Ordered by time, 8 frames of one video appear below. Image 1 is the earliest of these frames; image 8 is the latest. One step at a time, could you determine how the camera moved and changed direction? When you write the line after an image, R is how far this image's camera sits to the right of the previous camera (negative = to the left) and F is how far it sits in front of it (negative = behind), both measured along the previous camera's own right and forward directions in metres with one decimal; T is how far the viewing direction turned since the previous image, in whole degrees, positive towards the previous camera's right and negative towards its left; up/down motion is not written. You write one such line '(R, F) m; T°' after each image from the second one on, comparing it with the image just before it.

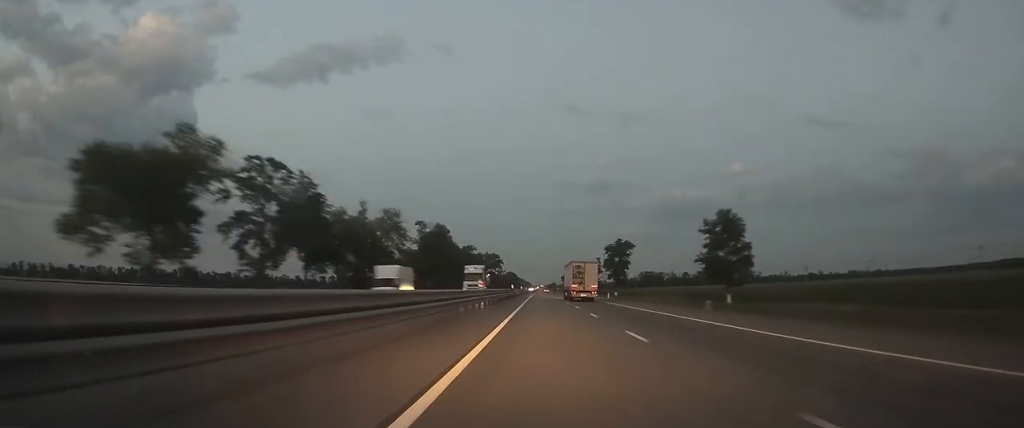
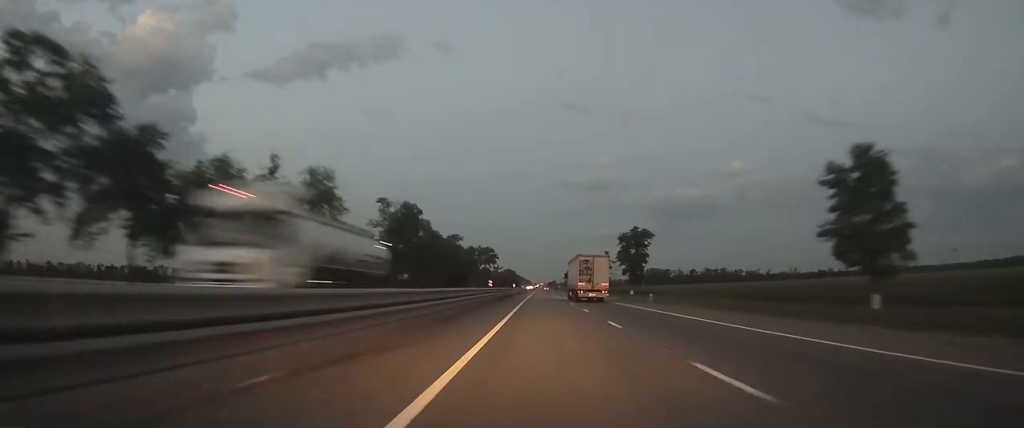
(+0.1, +31.5) m; 0°
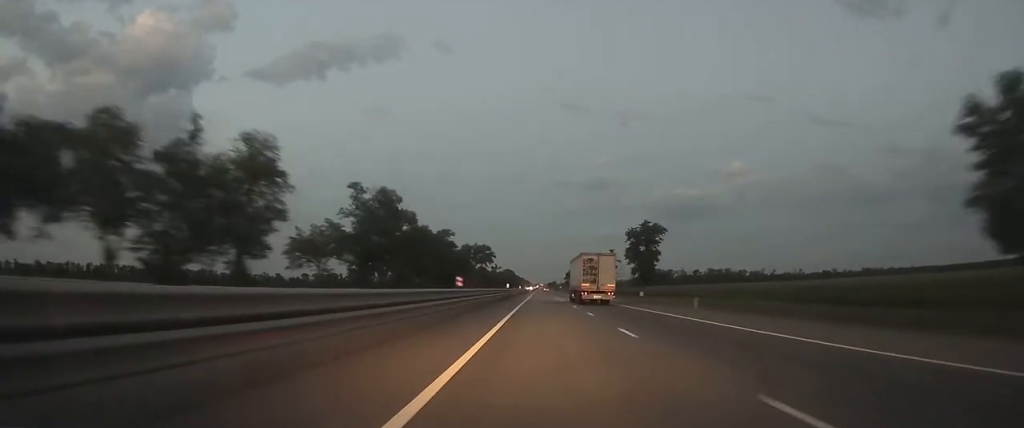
(0.0, +15.0) m; 0°
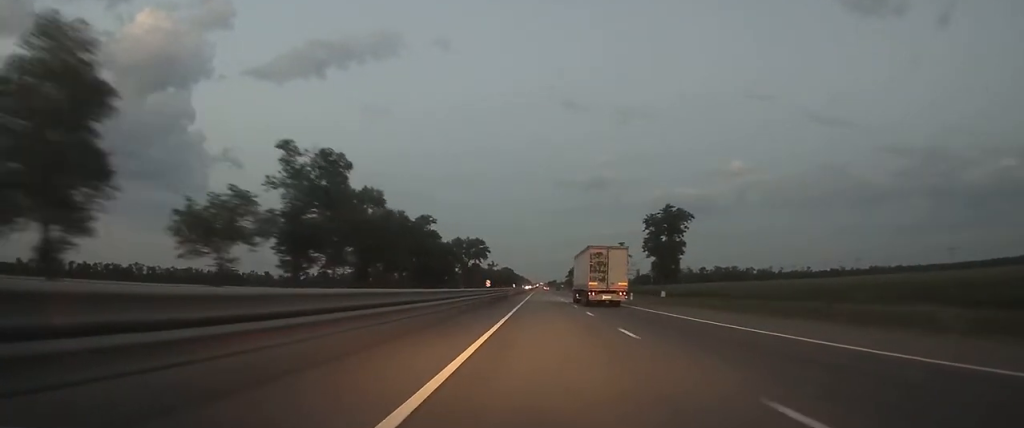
(0.0, +24.1) m; 0°
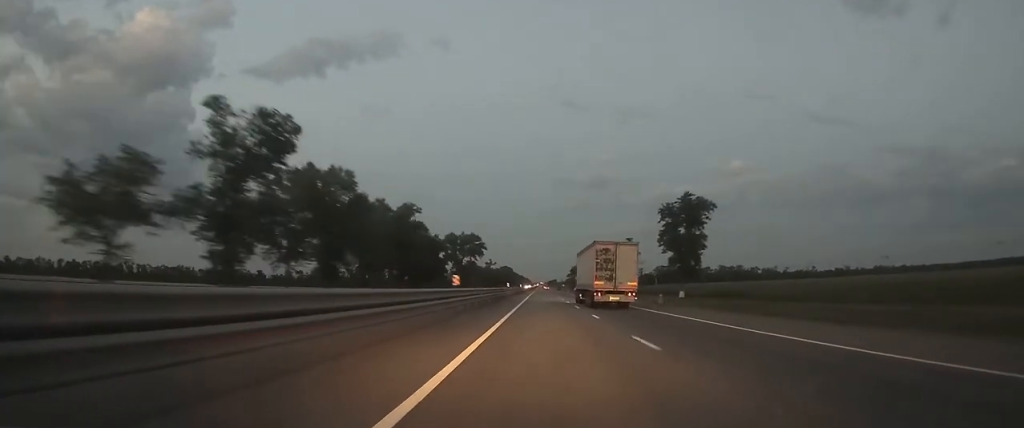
(0.0, +14.8) m; 0°
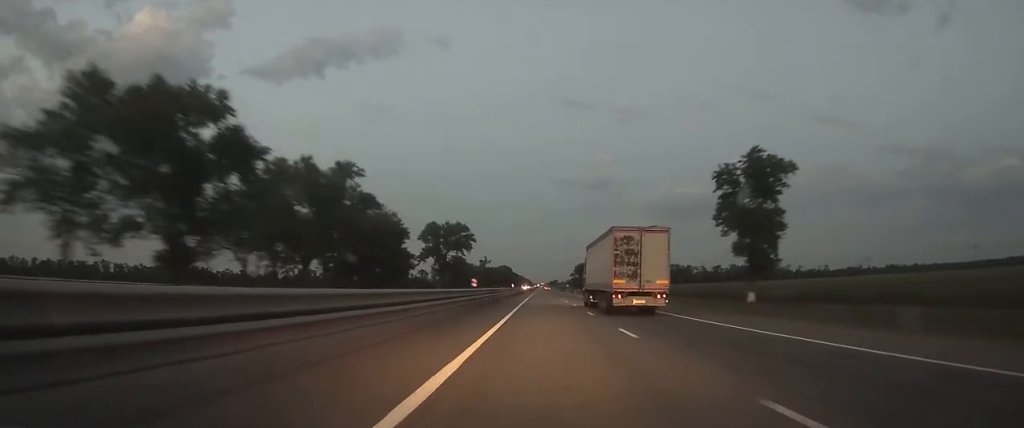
(-0.1, +32.8) m; 0°
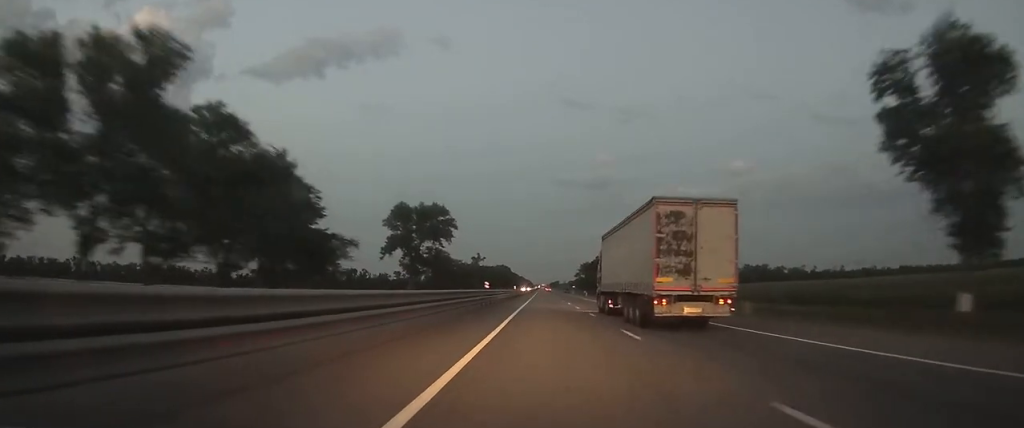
(0.0, +35.9) m; 0°
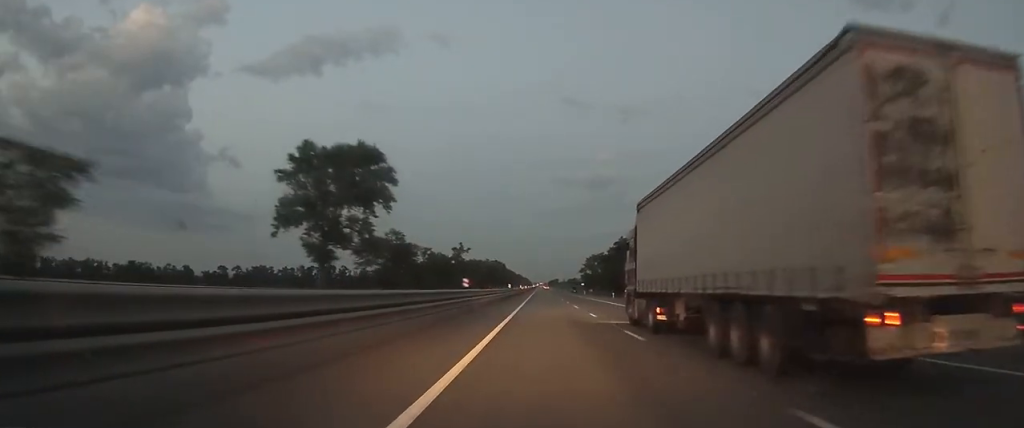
(0.0, +48.1) m; 0°
